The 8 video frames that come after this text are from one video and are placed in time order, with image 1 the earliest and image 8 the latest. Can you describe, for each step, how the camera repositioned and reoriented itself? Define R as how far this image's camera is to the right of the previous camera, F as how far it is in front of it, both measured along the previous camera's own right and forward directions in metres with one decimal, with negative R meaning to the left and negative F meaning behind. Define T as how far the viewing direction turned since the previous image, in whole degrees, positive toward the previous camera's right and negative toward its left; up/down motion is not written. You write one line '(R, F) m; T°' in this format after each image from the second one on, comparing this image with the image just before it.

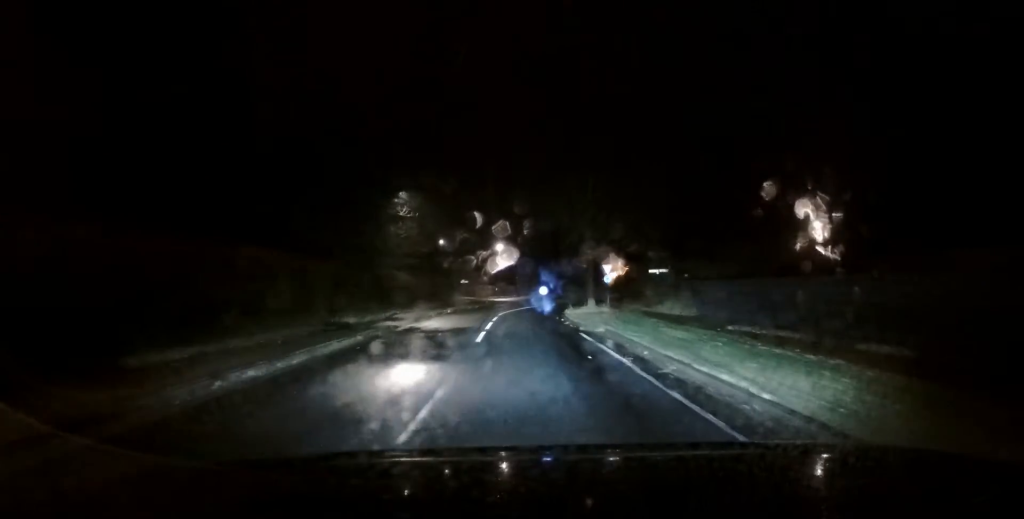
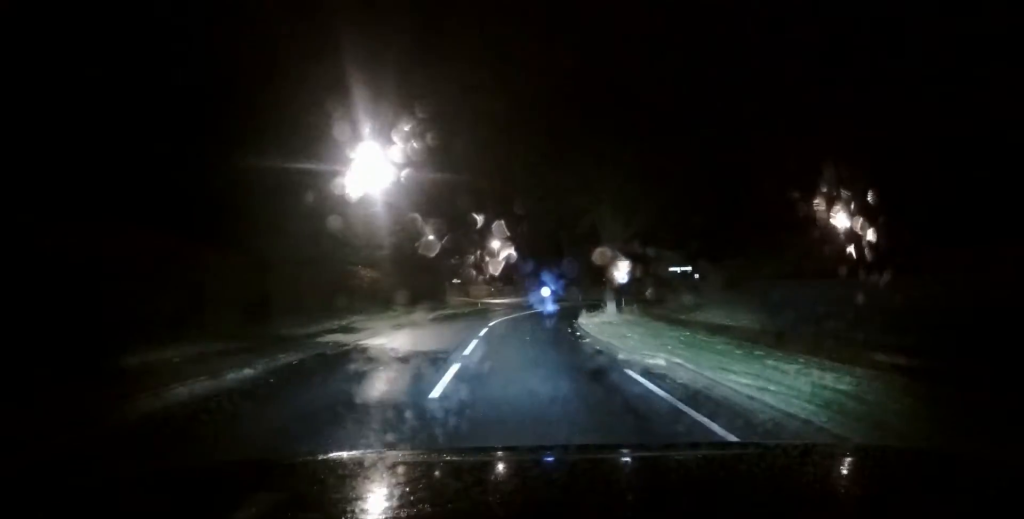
(-0.1, +6.5) m; 0°
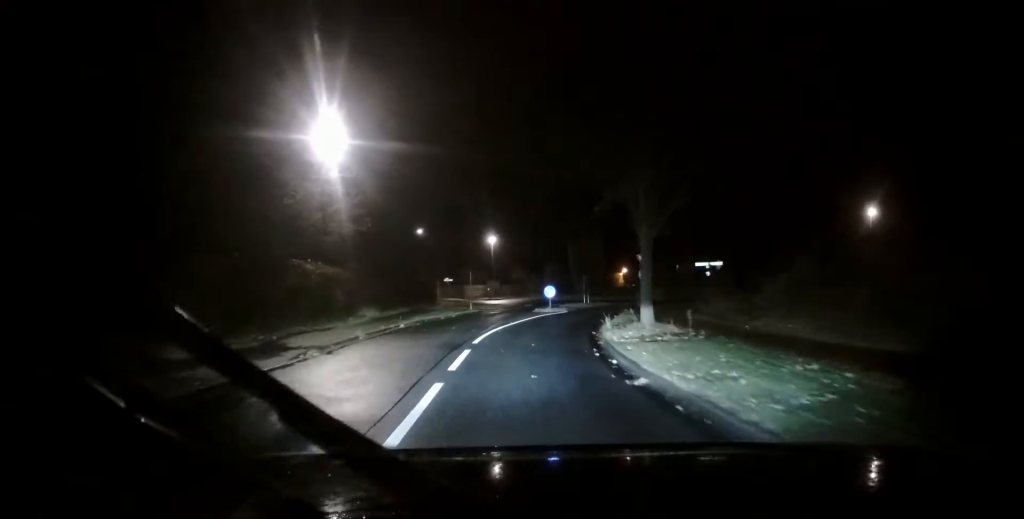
(0.0, +6.2) m; +1°
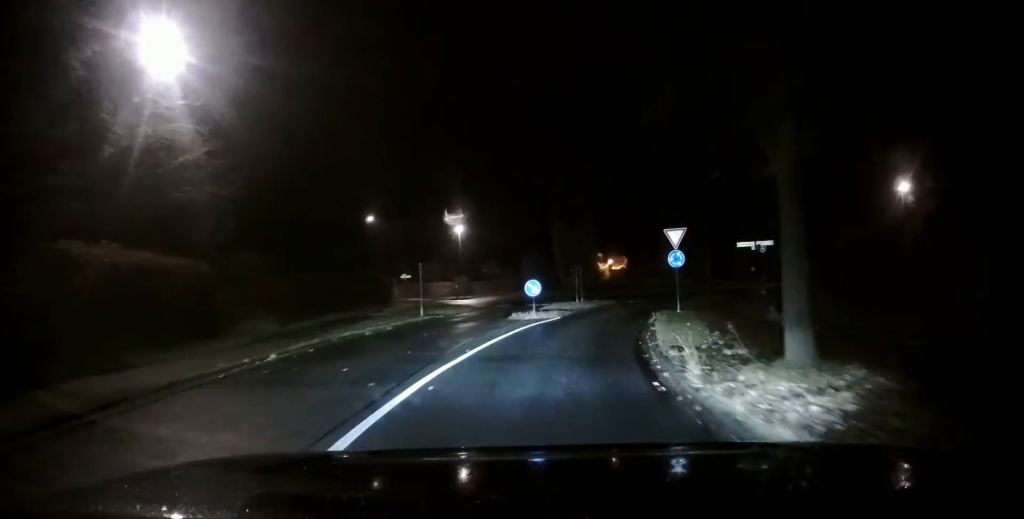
(+0.4, +9.6) m; +6°
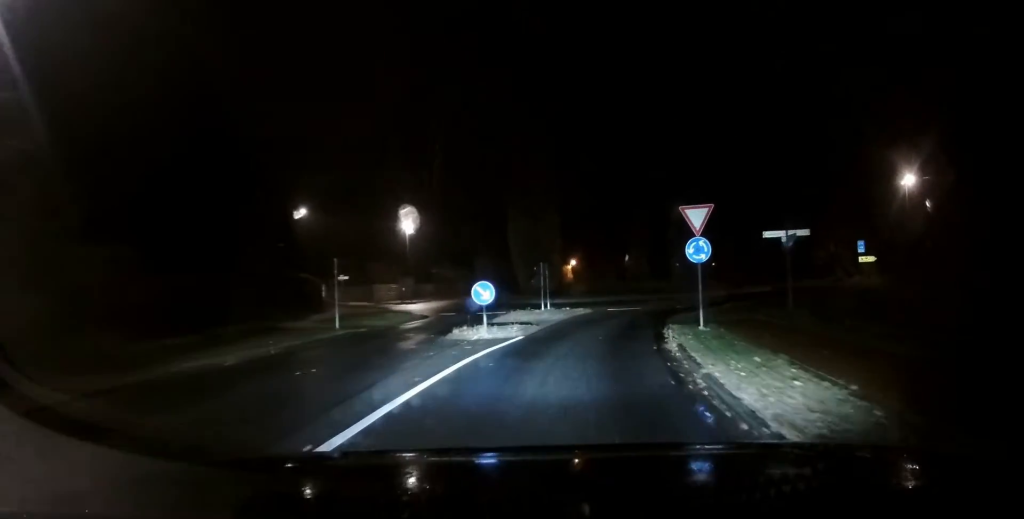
(+0.2, +6.3) m; +5°
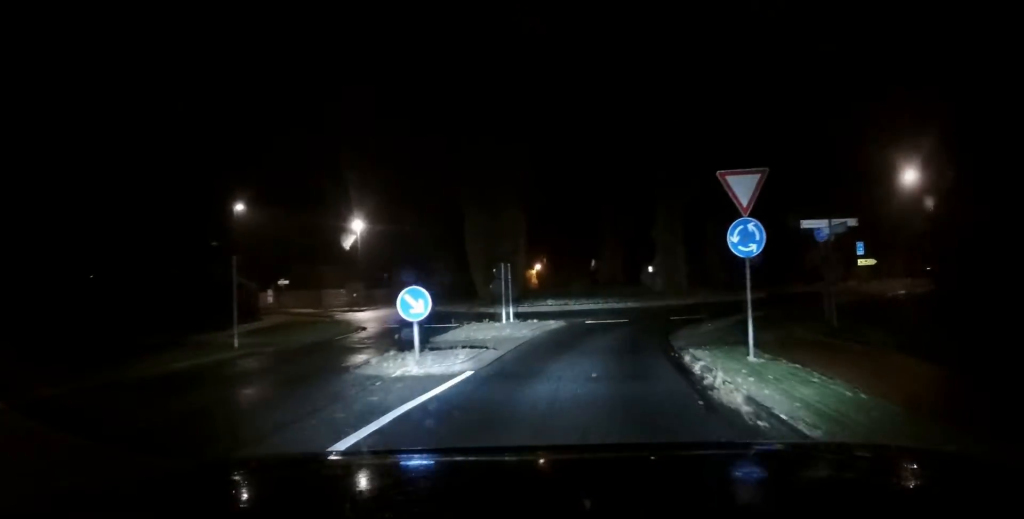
(+0.2, +4.7) m; +4°
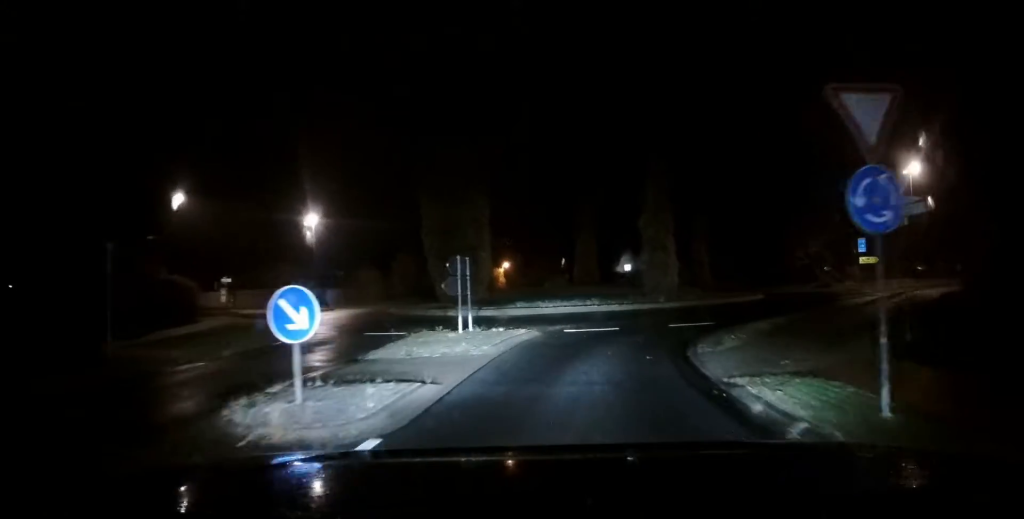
(+0.2, +3.9) m; +6°
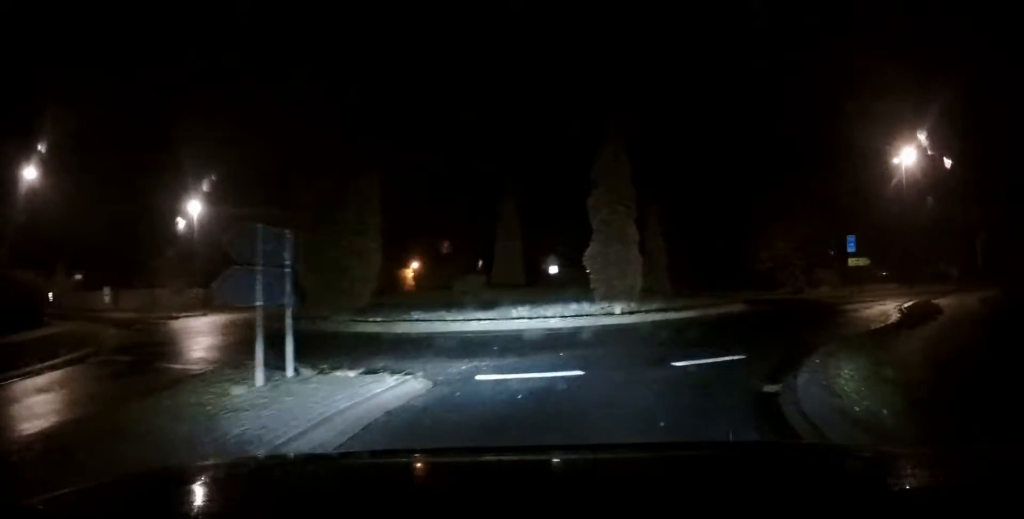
(+0.8, +7.3) m; +16°
